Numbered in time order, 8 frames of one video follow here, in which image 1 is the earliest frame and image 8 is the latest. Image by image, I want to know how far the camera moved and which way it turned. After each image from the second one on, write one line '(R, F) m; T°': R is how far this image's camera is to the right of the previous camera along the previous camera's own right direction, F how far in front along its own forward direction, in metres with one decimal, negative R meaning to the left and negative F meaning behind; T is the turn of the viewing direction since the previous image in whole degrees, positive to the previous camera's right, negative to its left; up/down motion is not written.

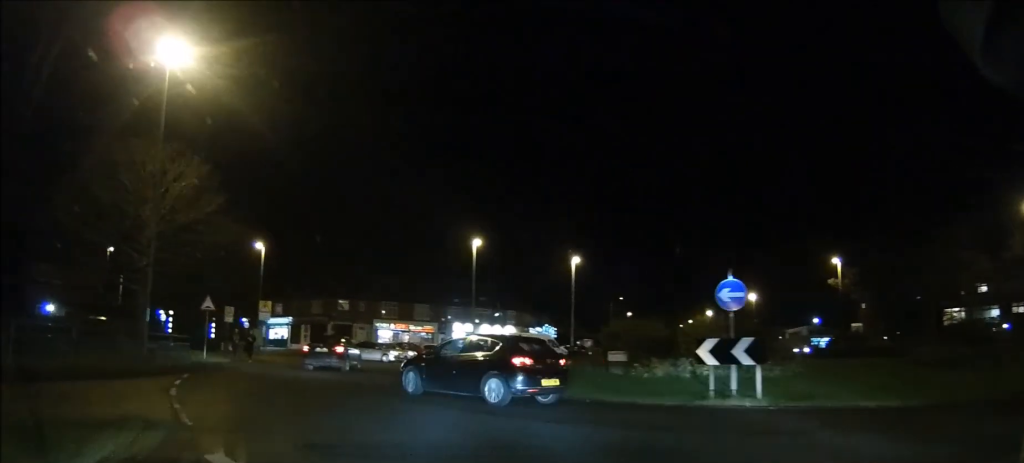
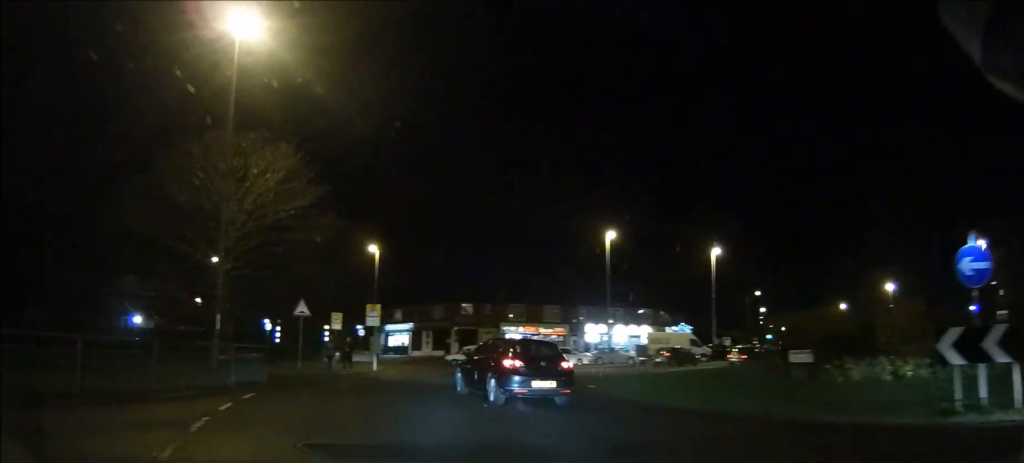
(-0.5, +3.6) m; -13°
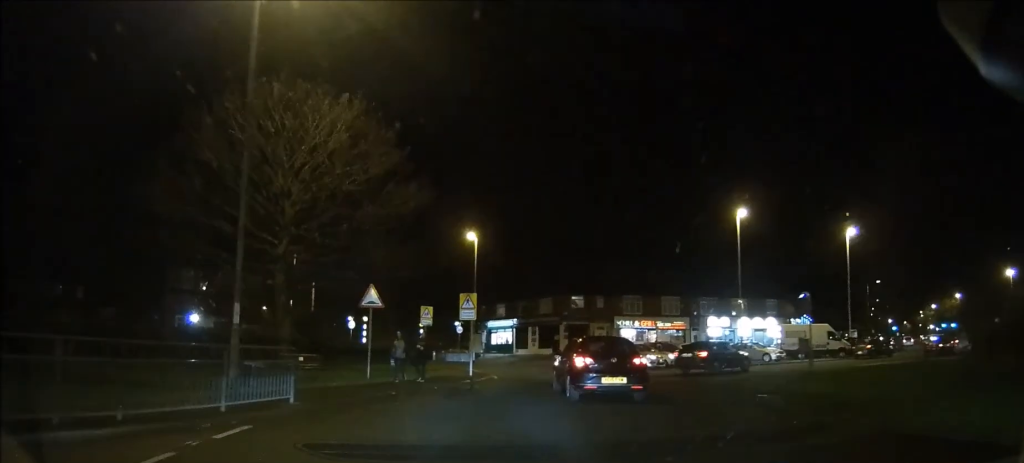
(-0.7, +4.6) m; -9°
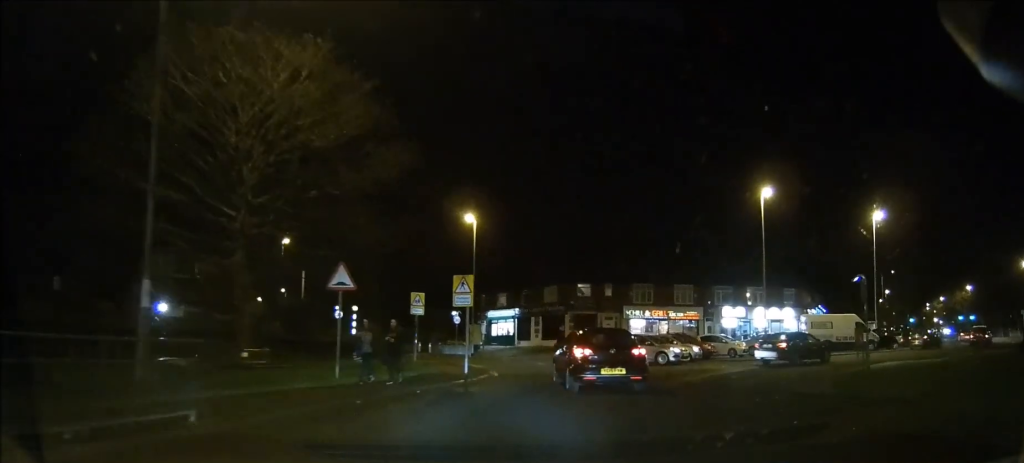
(-0.4, +3.1) m; +1°
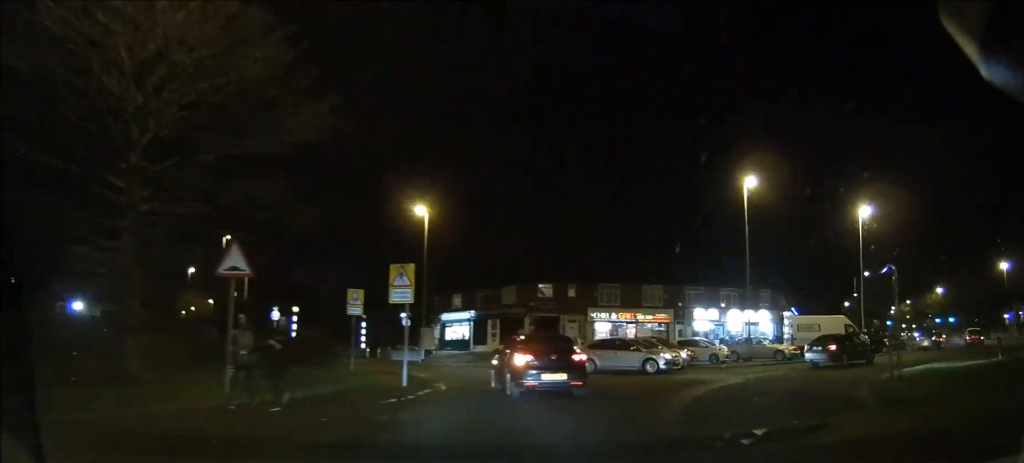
(+0.1, +3.6) m; +5°
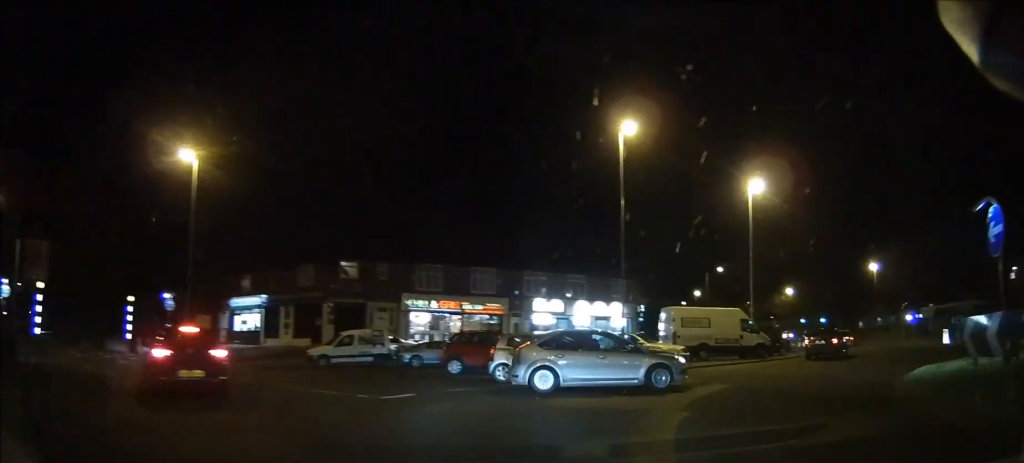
(+1.4, +8.7) m; +19°
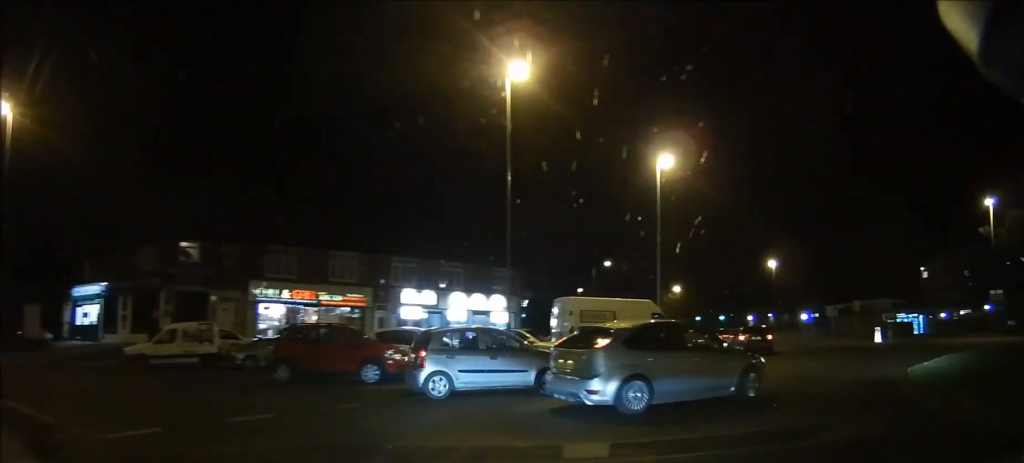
(0.0, +5.0) m; +13°
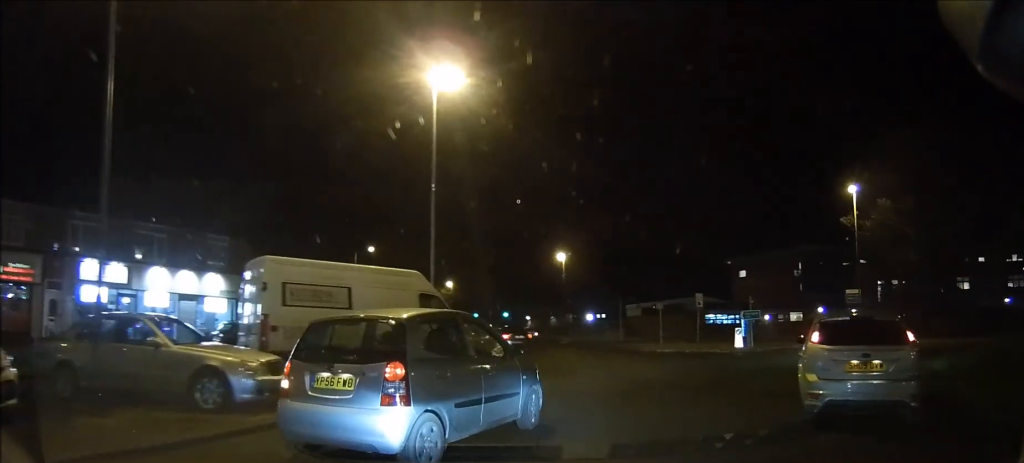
(+2.5, +10.4) m; +18°
